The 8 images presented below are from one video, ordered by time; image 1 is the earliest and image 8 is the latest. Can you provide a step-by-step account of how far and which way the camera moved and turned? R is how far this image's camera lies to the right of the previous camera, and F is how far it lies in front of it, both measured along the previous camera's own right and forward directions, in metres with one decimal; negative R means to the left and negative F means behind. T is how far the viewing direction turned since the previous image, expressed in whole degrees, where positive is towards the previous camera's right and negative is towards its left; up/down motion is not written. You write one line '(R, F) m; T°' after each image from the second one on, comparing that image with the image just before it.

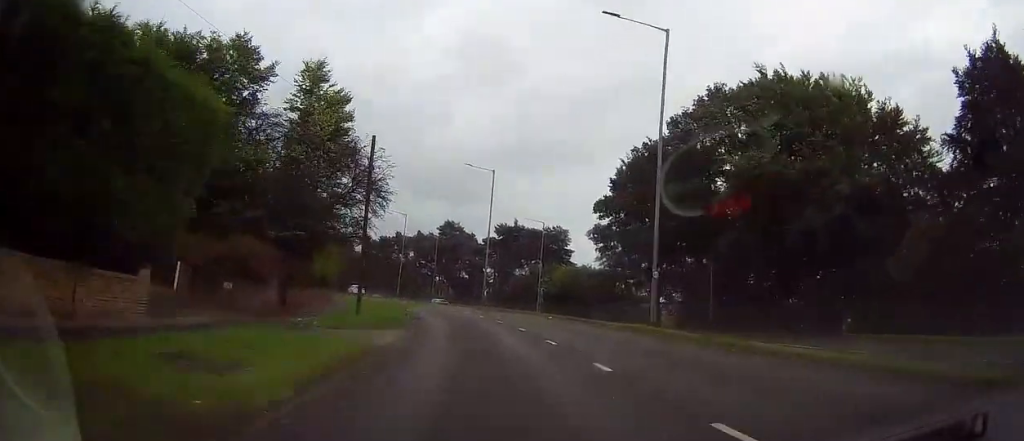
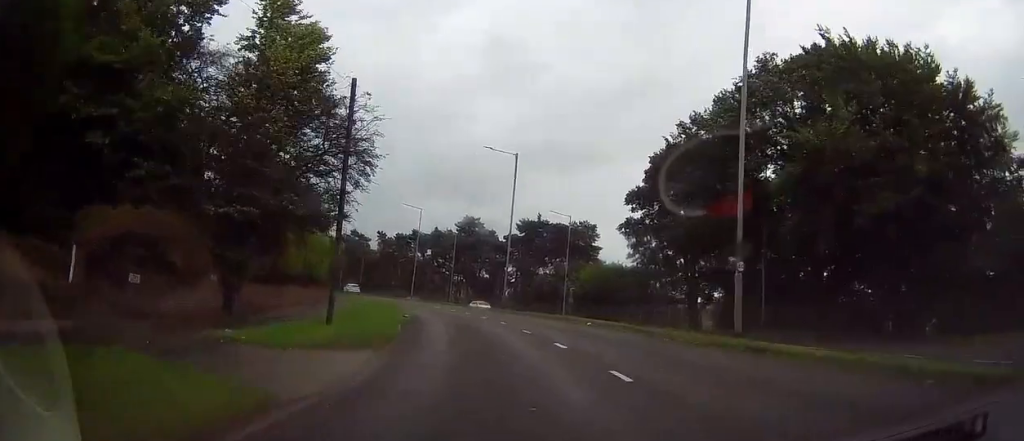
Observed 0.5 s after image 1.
(0.0, +7.1) m; -1°
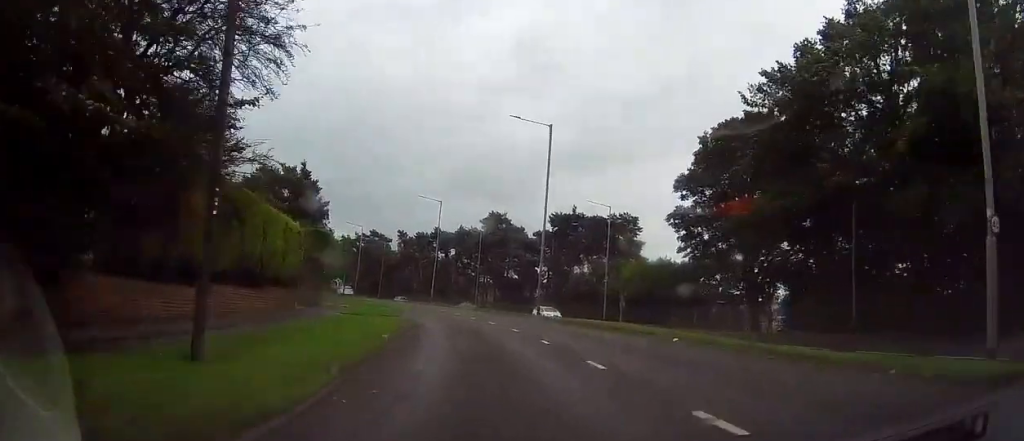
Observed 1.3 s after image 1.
(0.0, +9.8) m; -3°
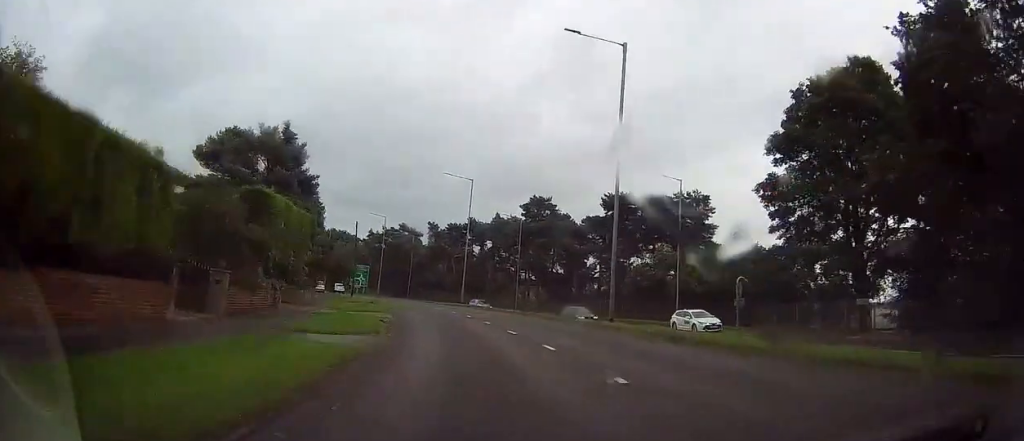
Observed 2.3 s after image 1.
(-0.8, +14.1) m; -5°
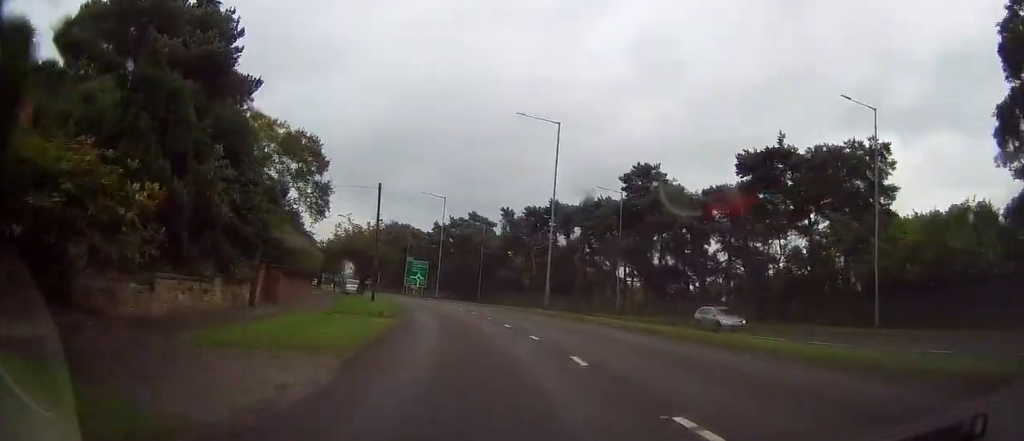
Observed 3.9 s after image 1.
(-0.7, +21.8) m; -4°
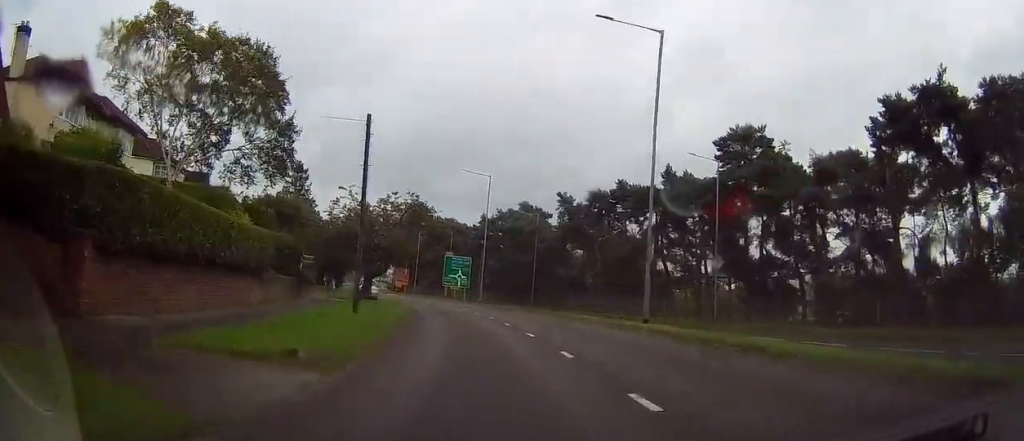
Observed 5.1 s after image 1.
(-0.6, +15.9) m; -5°
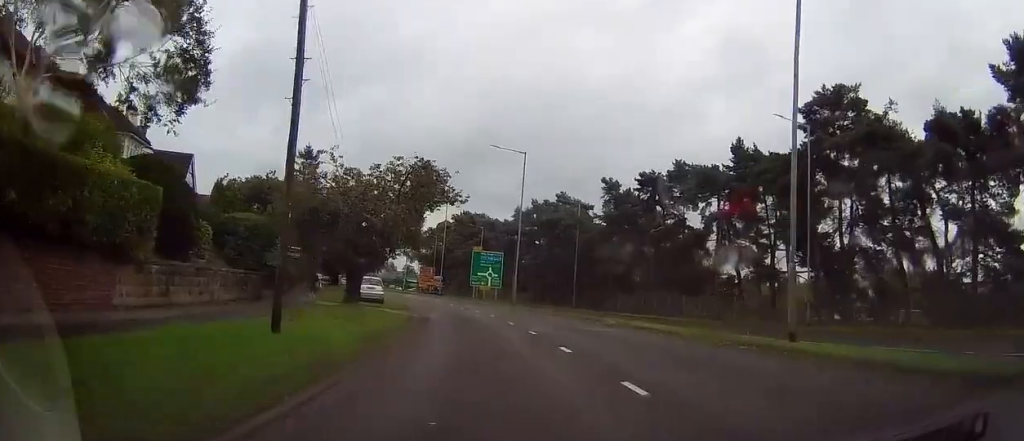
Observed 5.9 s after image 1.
(-0.4, +10.9) m; -4°
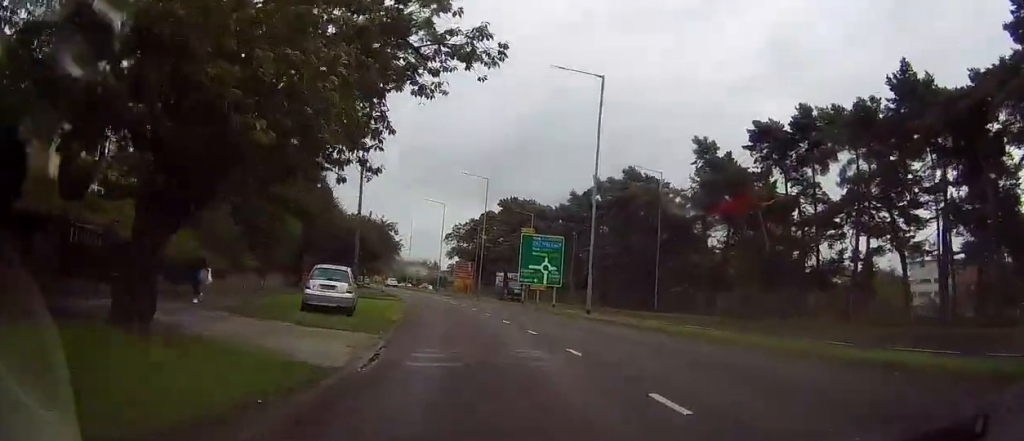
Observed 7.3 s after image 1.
(-0.9, +18.8) m; -4°
